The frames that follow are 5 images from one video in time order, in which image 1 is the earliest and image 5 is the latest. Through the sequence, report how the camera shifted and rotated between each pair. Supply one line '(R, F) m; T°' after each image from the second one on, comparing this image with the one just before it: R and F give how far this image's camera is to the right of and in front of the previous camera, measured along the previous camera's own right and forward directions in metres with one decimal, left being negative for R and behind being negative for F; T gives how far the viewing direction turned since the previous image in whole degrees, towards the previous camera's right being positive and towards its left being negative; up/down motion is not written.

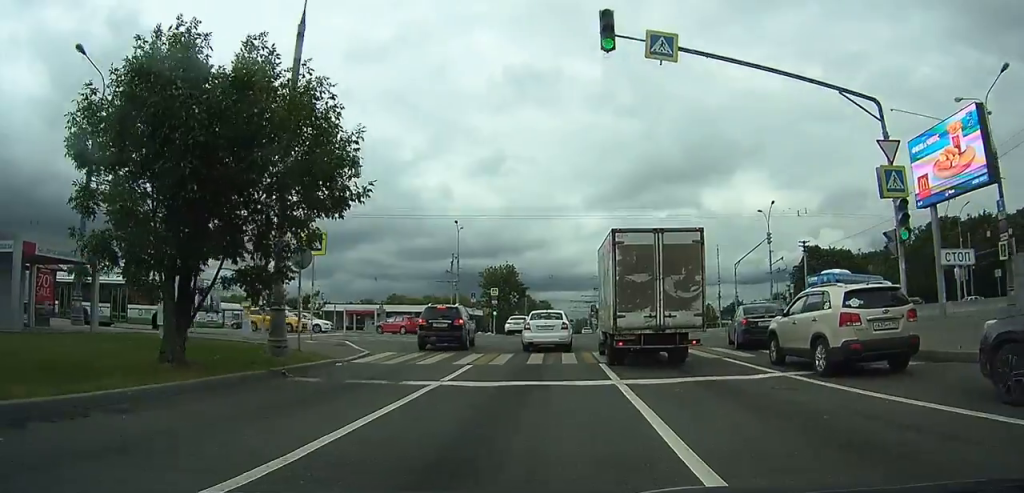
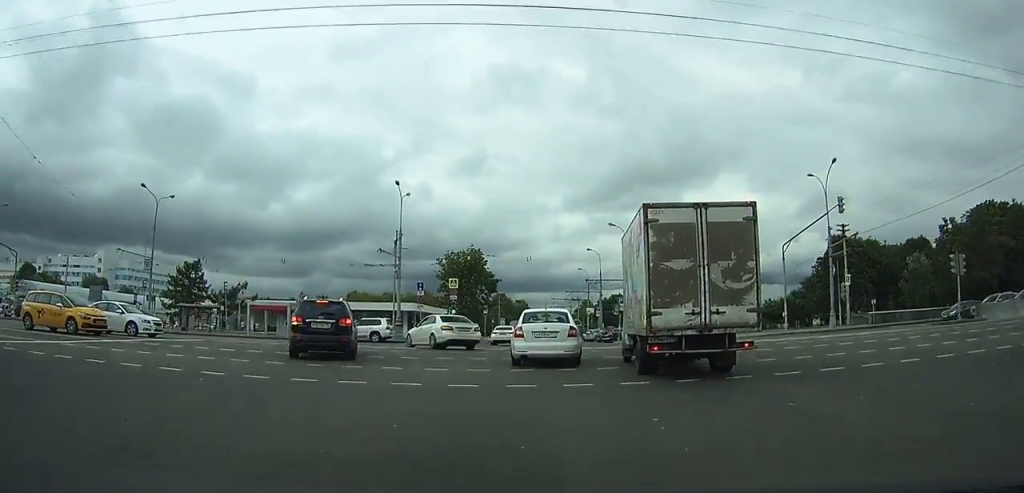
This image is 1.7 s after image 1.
(-4.7, +17.9) m; -20°
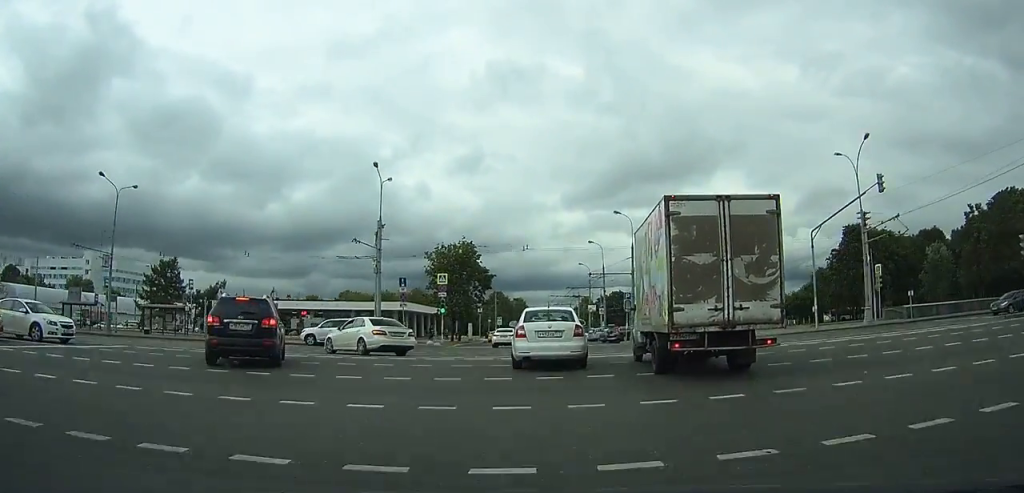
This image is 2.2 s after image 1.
(+0.7, +7.0) m; +5°
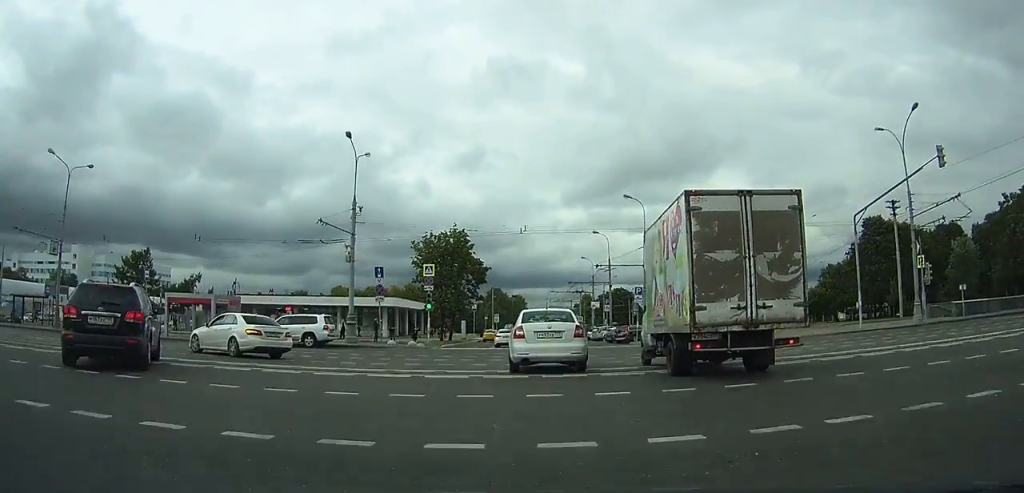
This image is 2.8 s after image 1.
(+0.4, +7.7) m; +4°
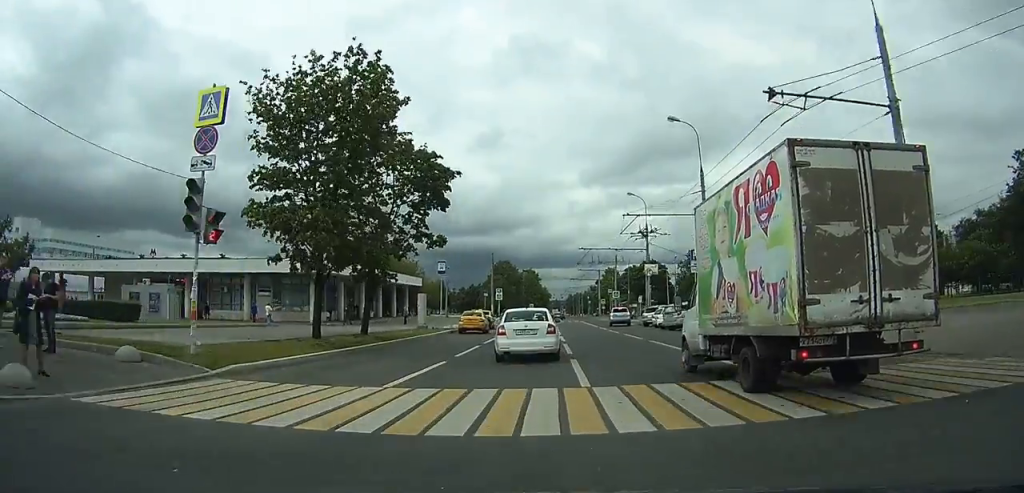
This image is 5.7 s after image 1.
(+1.1, +35.7) m; +1°
